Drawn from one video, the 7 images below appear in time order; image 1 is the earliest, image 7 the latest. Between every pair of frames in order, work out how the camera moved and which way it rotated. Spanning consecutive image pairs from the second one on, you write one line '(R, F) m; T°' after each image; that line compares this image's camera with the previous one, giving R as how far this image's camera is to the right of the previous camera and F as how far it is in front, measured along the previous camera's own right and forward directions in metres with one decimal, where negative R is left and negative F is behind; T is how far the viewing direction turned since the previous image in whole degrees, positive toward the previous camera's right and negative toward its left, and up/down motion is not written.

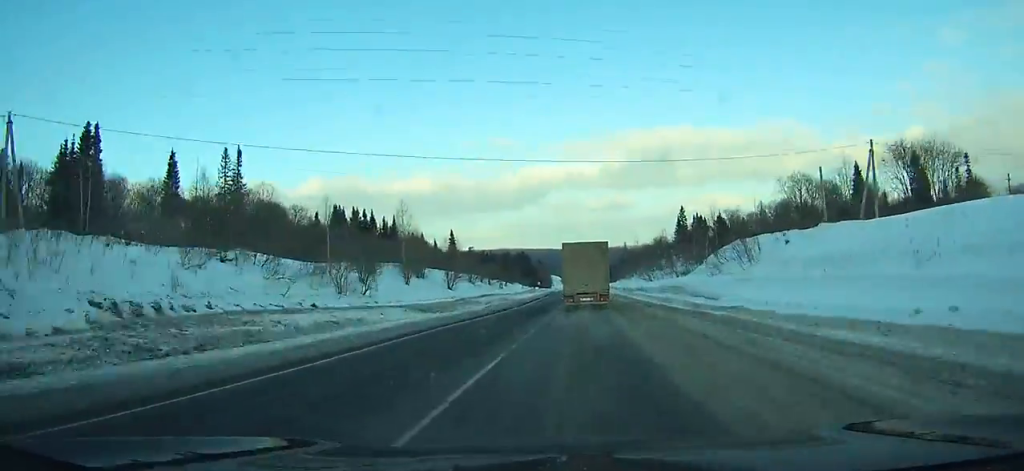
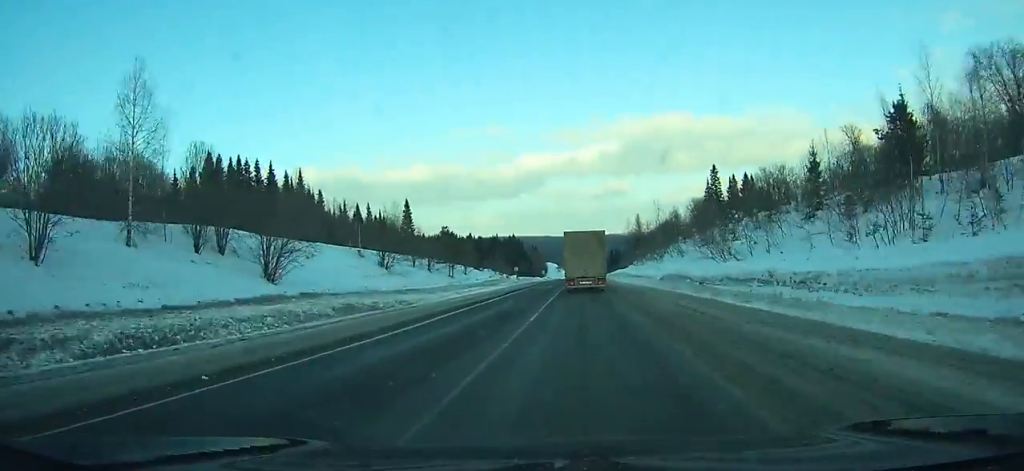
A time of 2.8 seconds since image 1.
(+0.4, +47.8) m; 0°
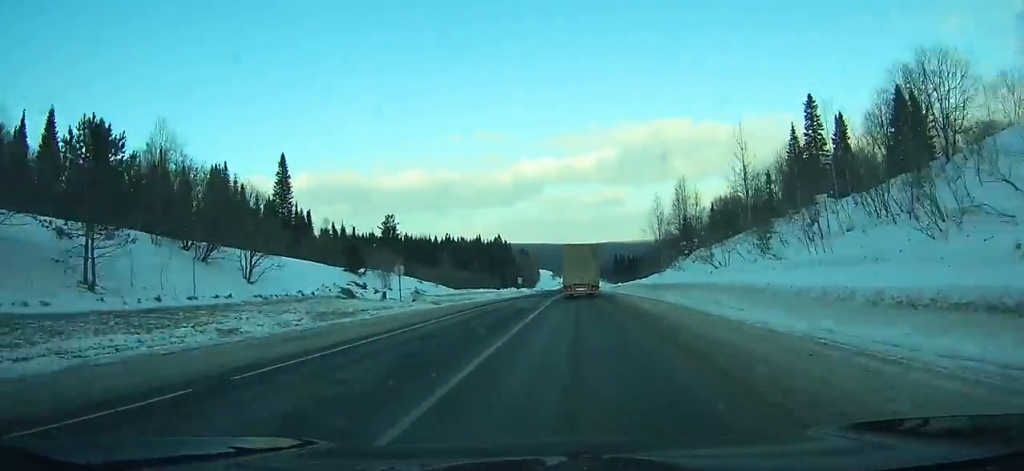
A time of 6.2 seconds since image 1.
(-0.6, +61.2) m; -1°
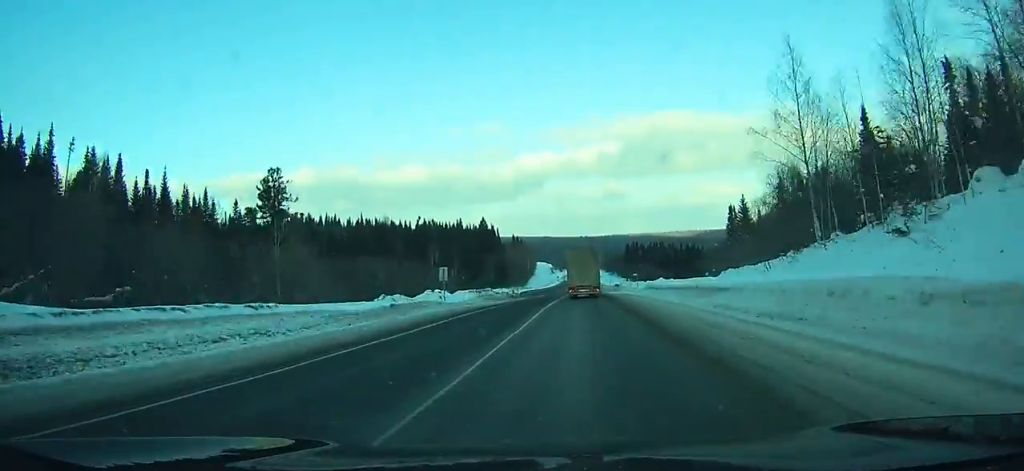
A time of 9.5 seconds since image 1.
(-0.8, +63.7) m; -2°
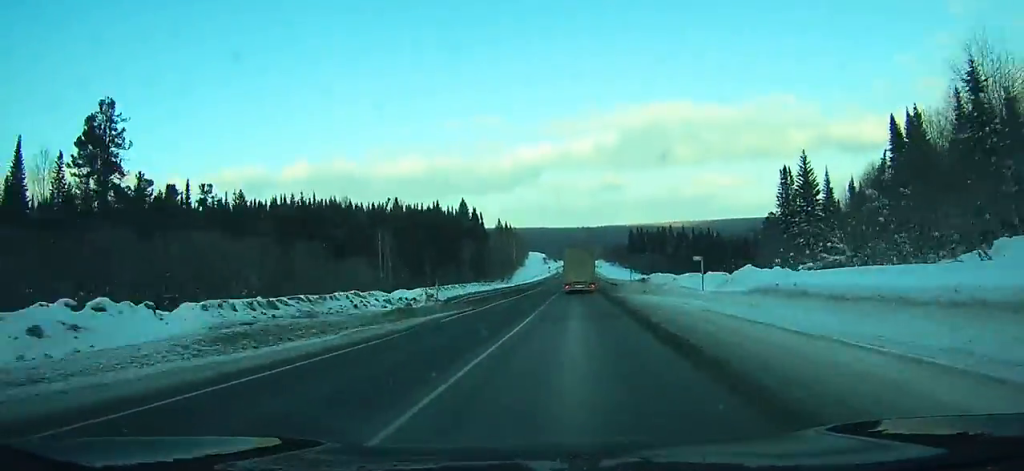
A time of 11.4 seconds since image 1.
(-0.3, +38.4) m; -1°
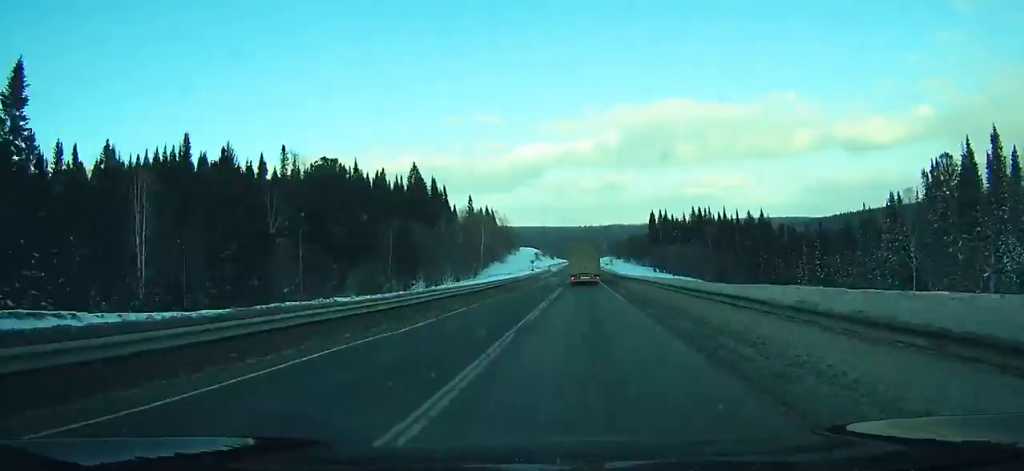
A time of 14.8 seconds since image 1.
(-0.6, +71.0) m; 0°
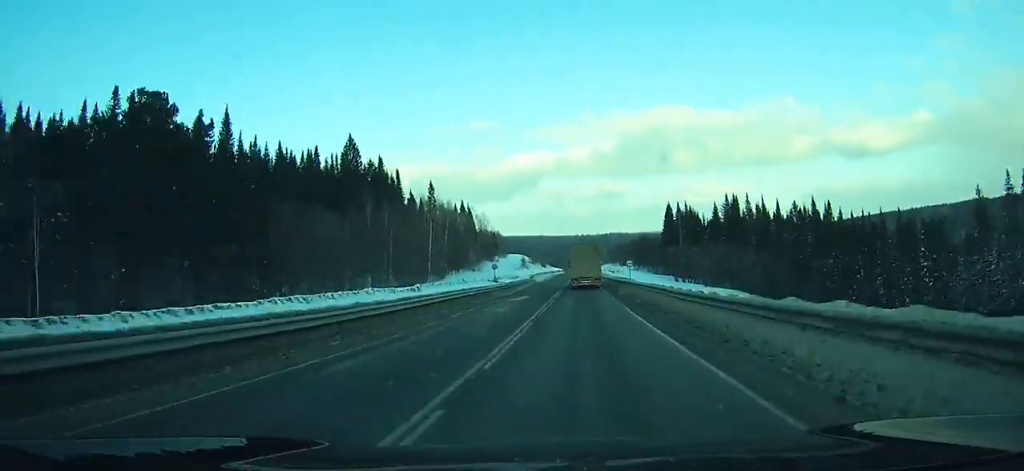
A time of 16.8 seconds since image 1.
(-0.1, +42.3) m; +1°
